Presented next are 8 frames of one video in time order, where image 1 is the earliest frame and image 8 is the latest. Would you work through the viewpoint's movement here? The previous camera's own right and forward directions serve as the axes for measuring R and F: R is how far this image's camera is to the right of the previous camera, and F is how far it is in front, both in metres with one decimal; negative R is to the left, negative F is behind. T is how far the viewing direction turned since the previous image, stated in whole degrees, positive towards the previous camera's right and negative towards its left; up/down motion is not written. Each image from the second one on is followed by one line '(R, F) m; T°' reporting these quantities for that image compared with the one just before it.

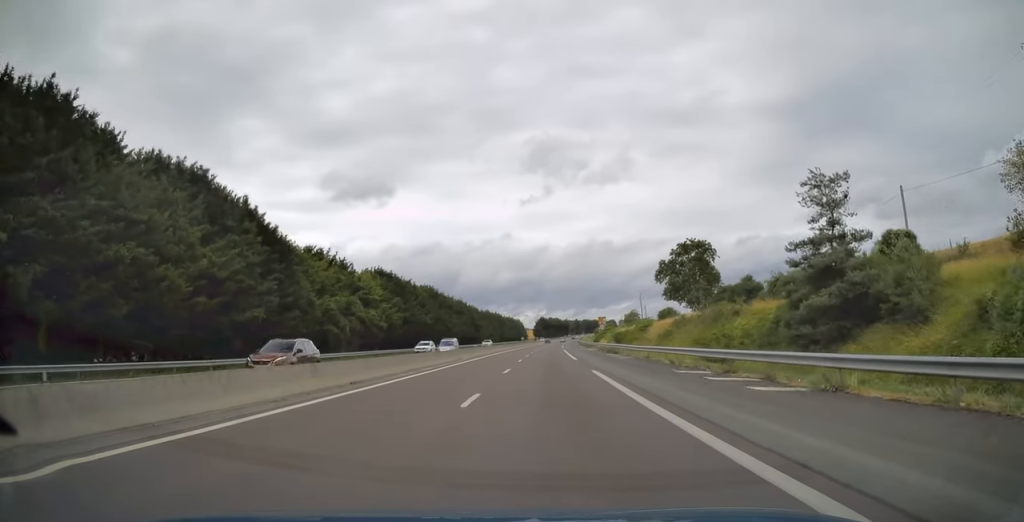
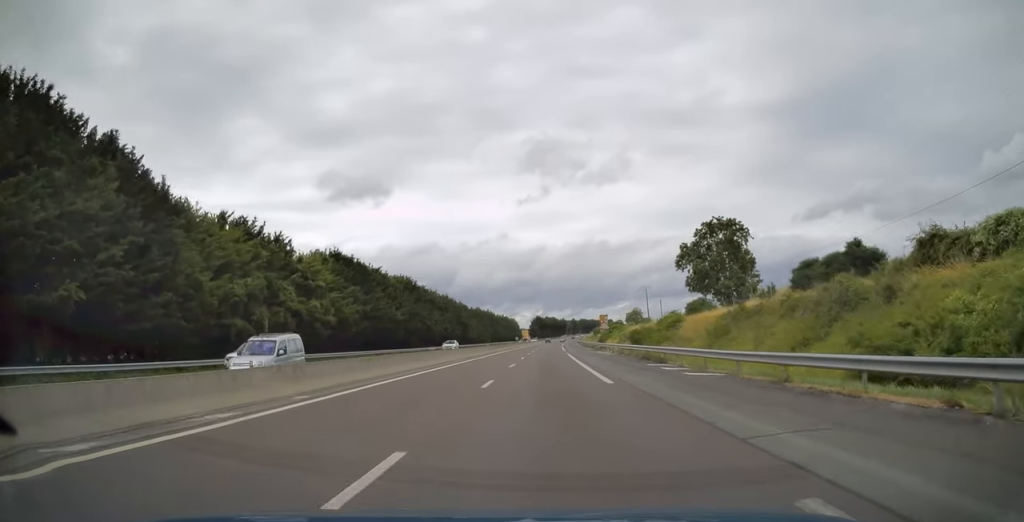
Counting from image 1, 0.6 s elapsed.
(+0.1, +21.3) m; +1°
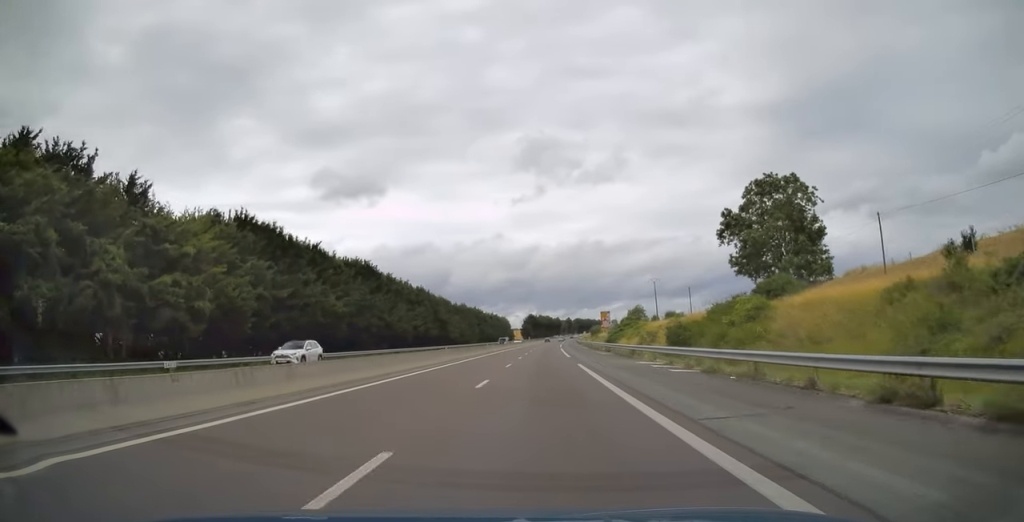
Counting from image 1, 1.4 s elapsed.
(+0.1, +26.5) m; 0°
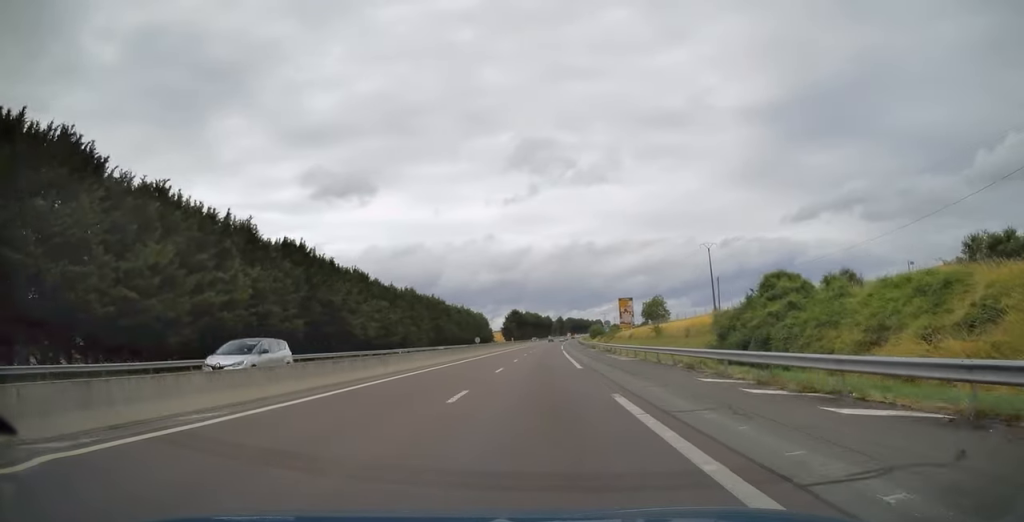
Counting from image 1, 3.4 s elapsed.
(+0.8, +70.0) m; +1°
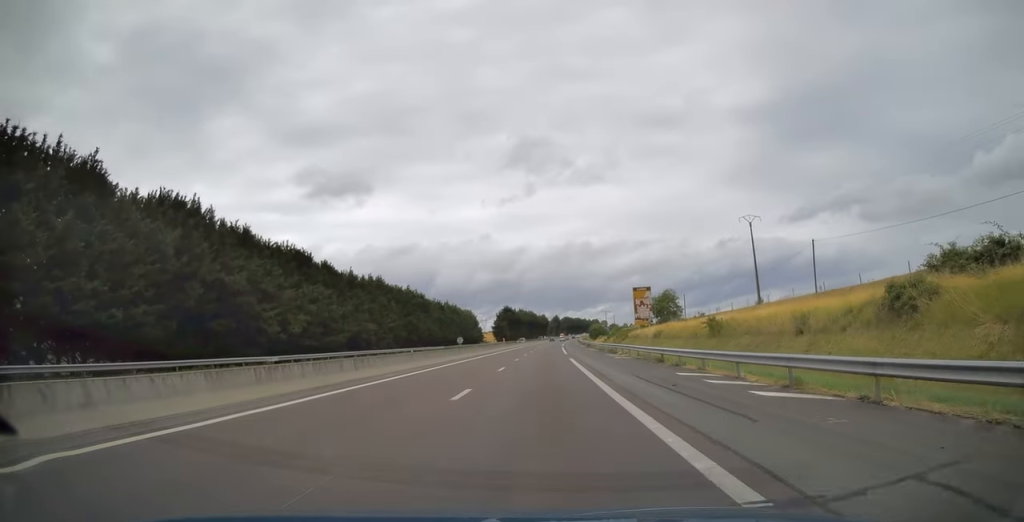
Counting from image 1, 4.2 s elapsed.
(+0.1, +25.3) m; 0°
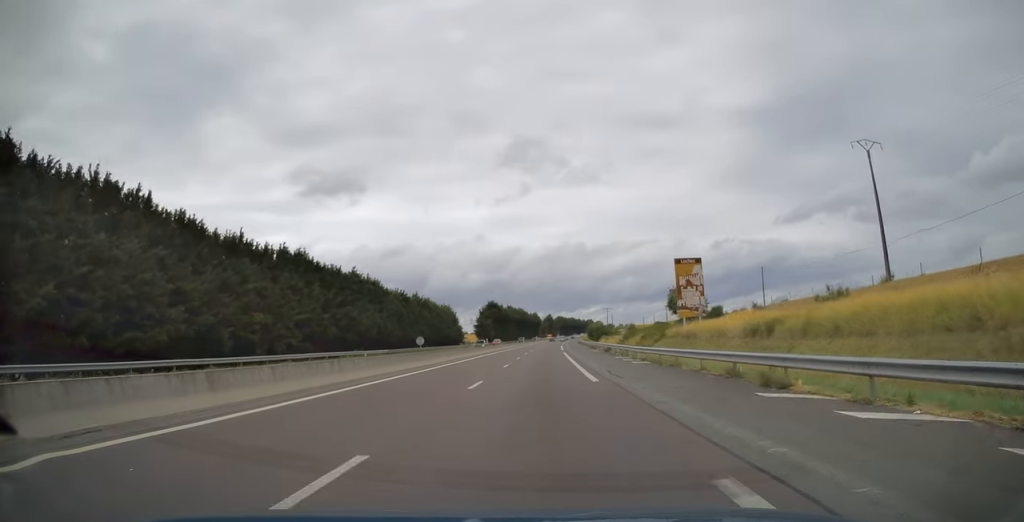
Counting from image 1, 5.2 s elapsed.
(+0.2, +36.0) m; +1°
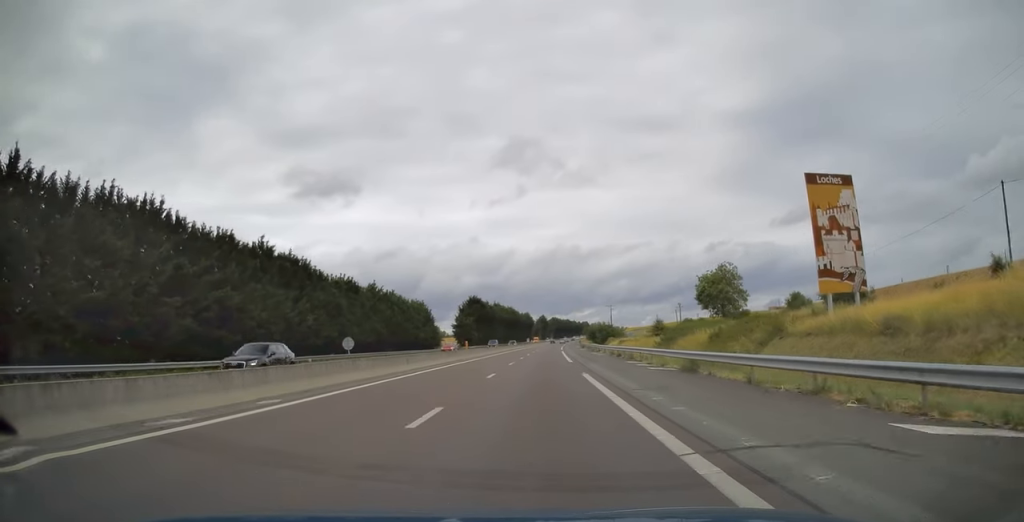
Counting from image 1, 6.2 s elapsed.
(+0.2, +33.7) m; +1°
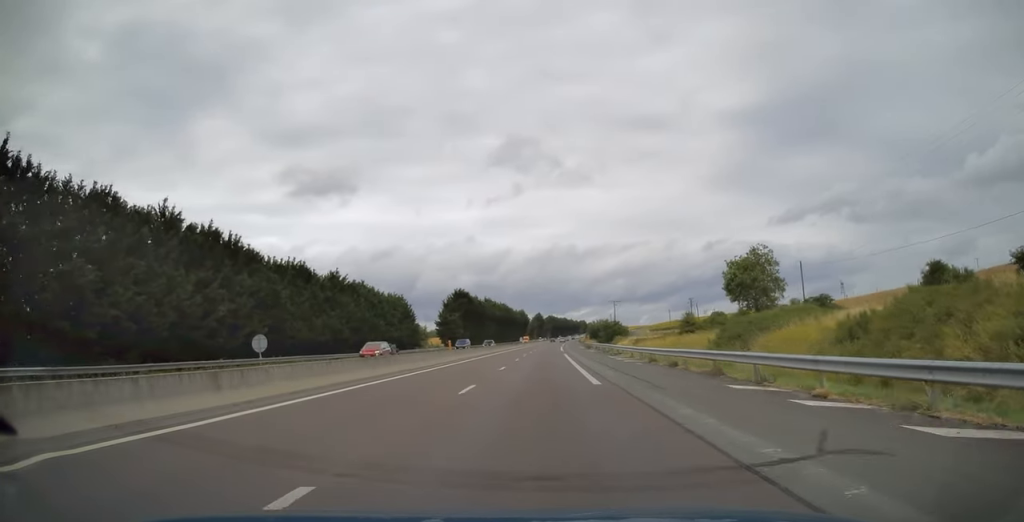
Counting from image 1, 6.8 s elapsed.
(0.0, +20.2) m; 0°
